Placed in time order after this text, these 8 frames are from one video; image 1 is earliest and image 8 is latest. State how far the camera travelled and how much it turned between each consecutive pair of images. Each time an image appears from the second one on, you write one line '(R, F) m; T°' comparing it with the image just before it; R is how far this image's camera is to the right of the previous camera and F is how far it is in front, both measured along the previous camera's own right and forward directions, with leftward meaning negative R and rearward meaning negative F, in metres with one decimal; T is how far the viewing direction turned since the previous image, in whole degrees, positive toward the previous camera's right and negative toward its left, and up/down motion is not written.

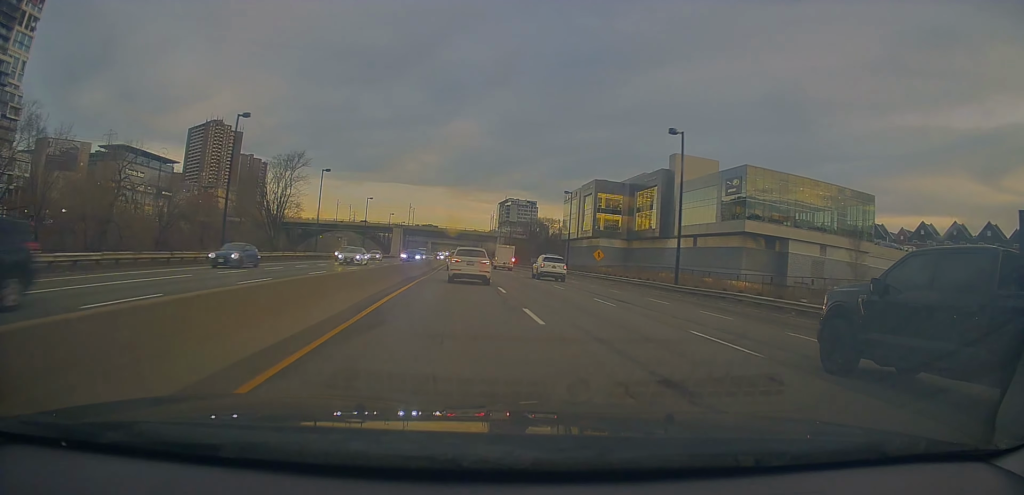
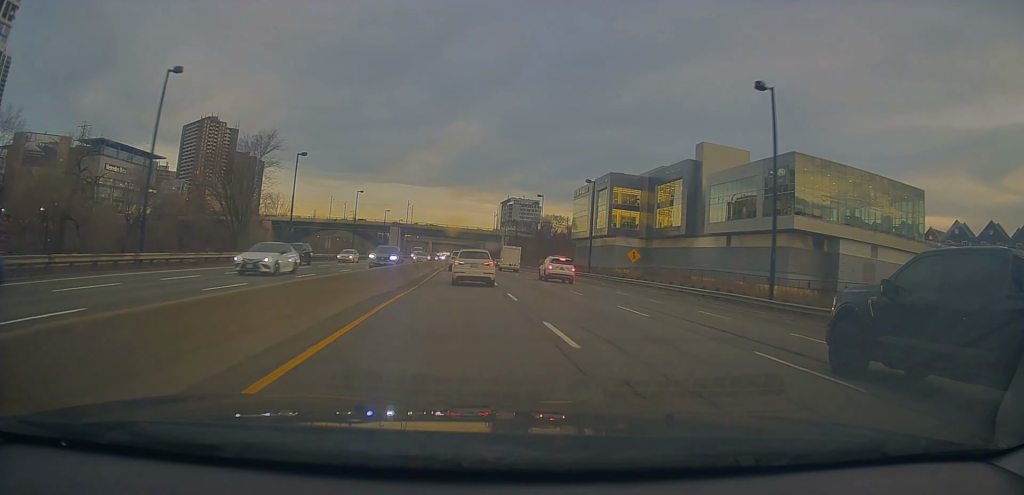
(0.0, +11.8) m; 0°
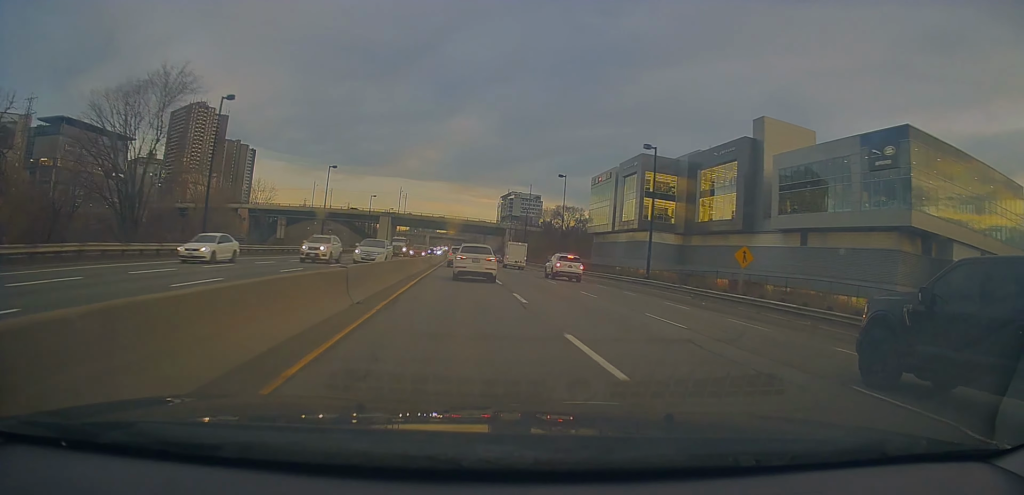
(0.0, +20.1) m; 0°
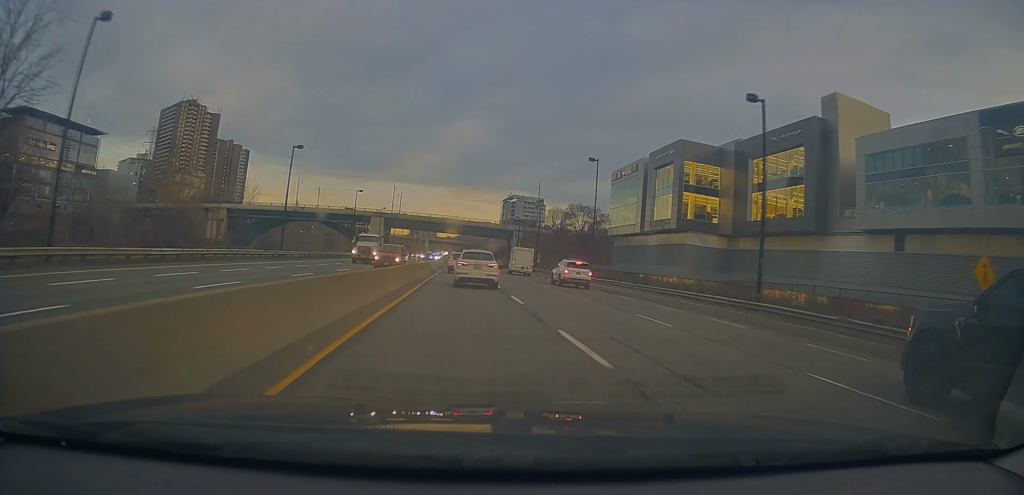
(+0.1, +16.6) m; -1°
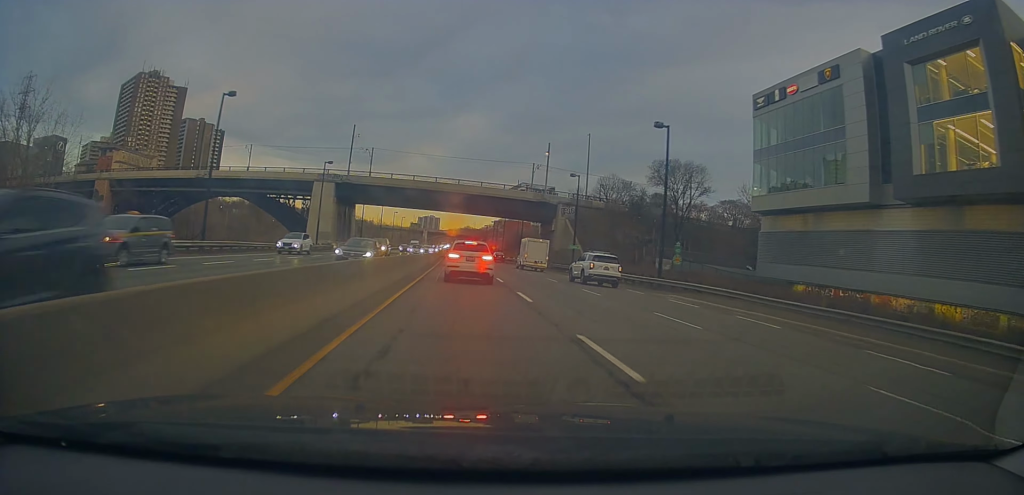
(-0.1, +56.0) m; 0°
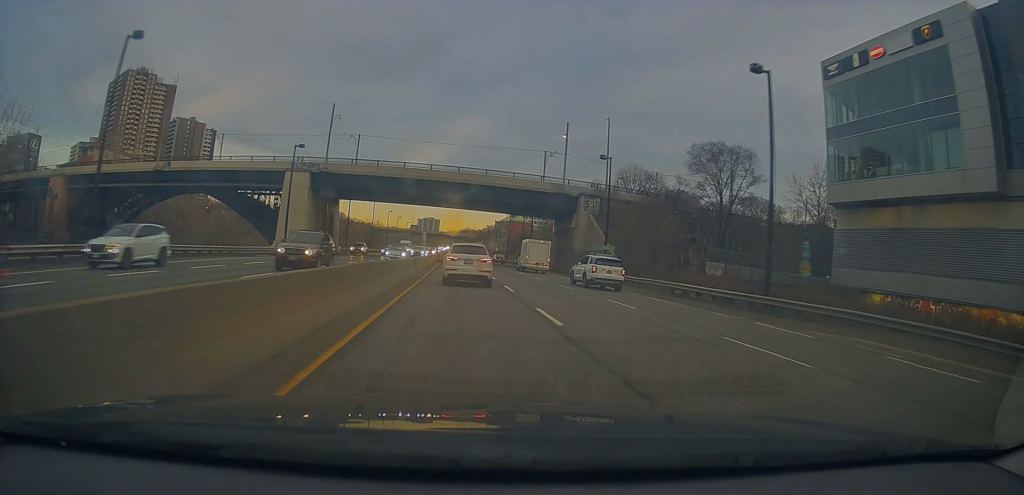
(0.0, +13.6) m; 0°
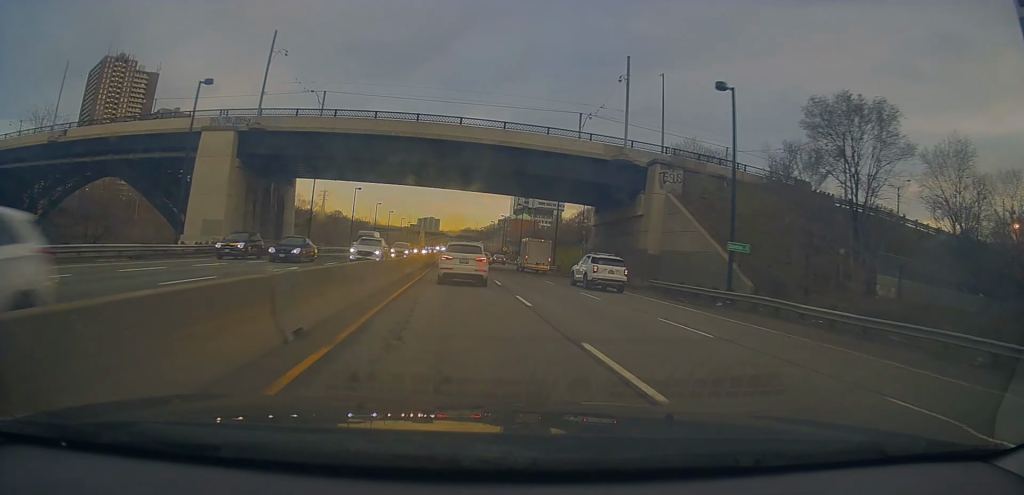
(-0.3, +23.9) m; 0°
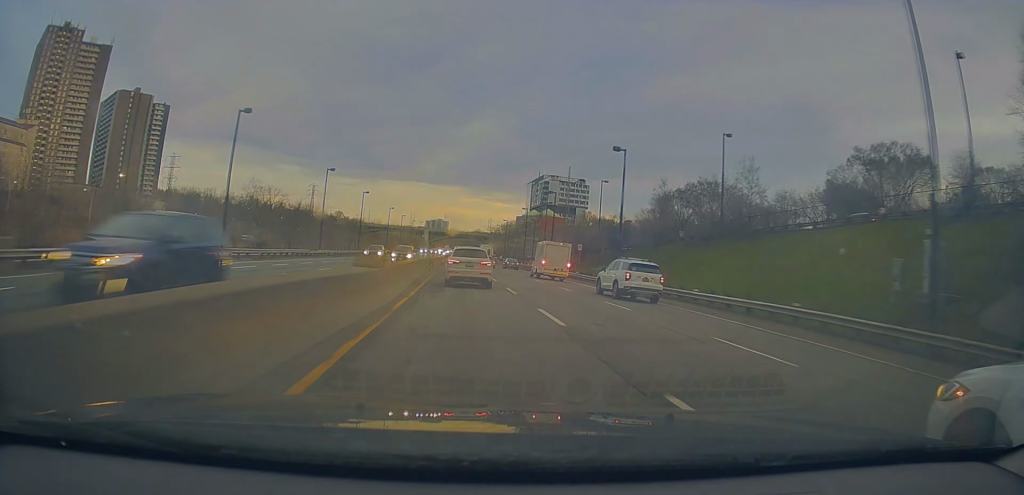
(-0.1, +56.9) m; -1°
